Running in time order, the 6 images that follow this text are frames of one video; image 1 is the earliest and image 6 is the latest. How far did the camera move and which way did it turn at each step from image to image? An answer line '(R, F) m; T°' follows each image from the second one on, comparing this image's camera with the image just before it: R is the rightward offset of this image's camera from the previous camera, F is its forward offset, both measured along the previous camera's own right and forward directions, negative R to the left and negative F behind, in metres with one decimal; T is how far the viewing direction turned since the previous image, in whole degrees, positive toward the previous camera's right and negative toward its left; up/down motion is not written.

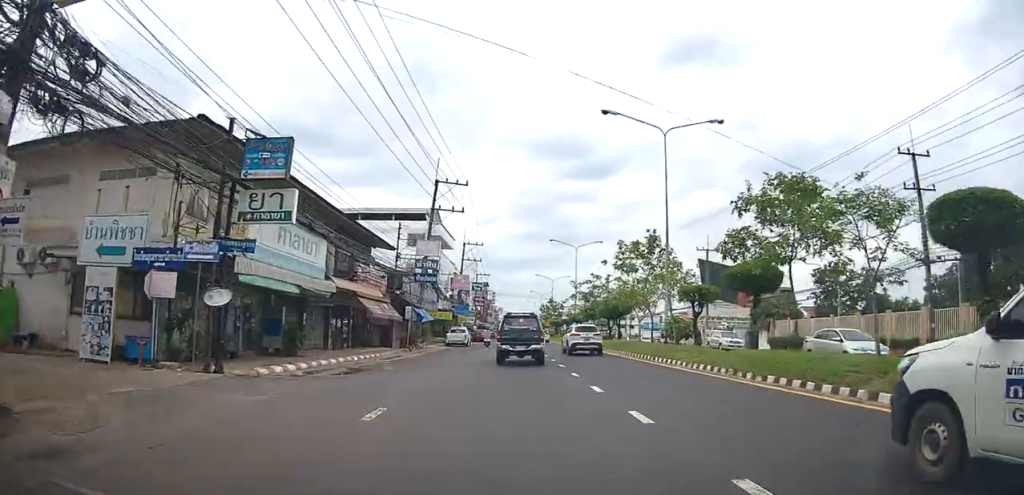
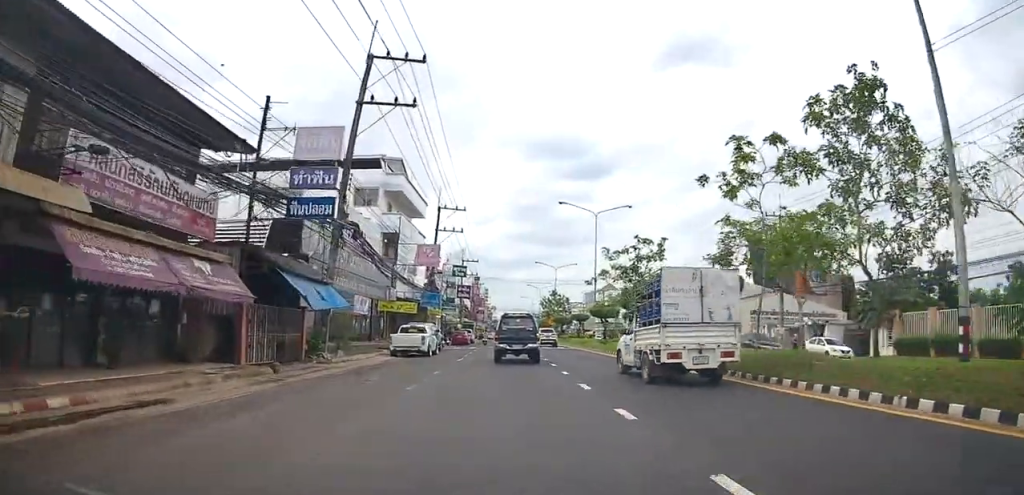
(-1.1, +20.1) m; -1°
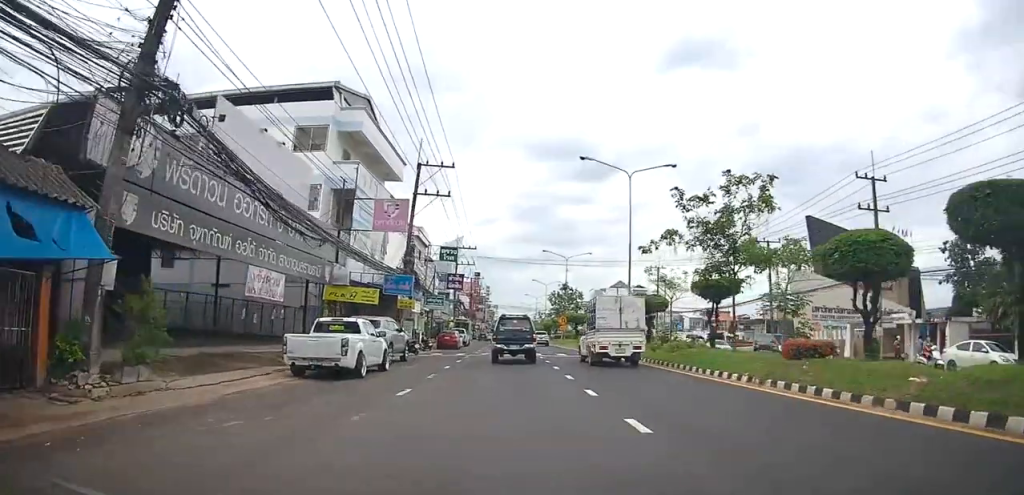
(+0.8, +13.2) m; +1°
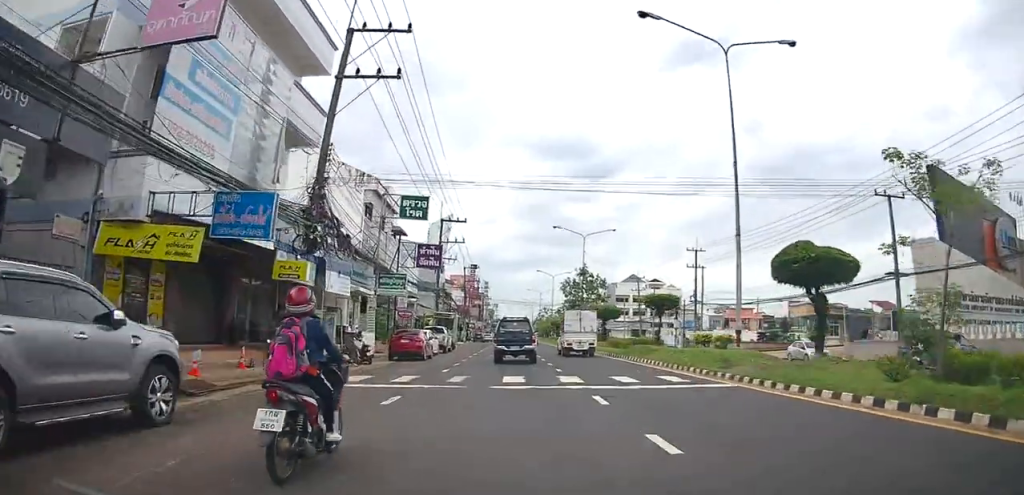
(-1.2, +17.9) m; -4°
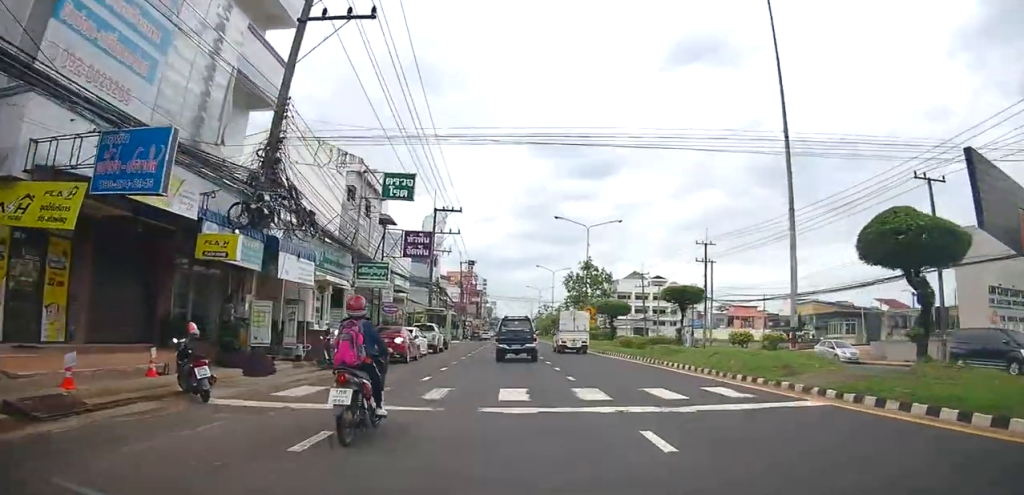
(0.0, +4.0) m; +1°
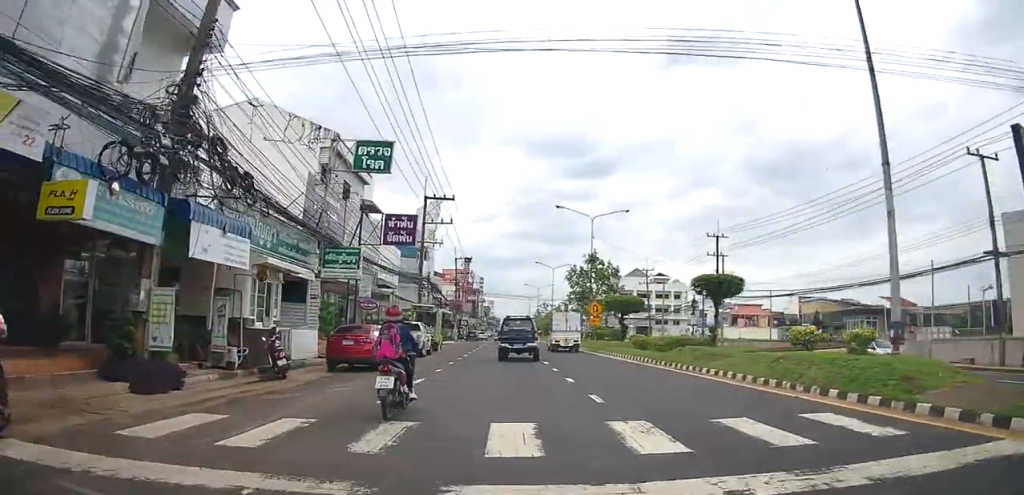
(-0.1, +4.6) m; +2°
